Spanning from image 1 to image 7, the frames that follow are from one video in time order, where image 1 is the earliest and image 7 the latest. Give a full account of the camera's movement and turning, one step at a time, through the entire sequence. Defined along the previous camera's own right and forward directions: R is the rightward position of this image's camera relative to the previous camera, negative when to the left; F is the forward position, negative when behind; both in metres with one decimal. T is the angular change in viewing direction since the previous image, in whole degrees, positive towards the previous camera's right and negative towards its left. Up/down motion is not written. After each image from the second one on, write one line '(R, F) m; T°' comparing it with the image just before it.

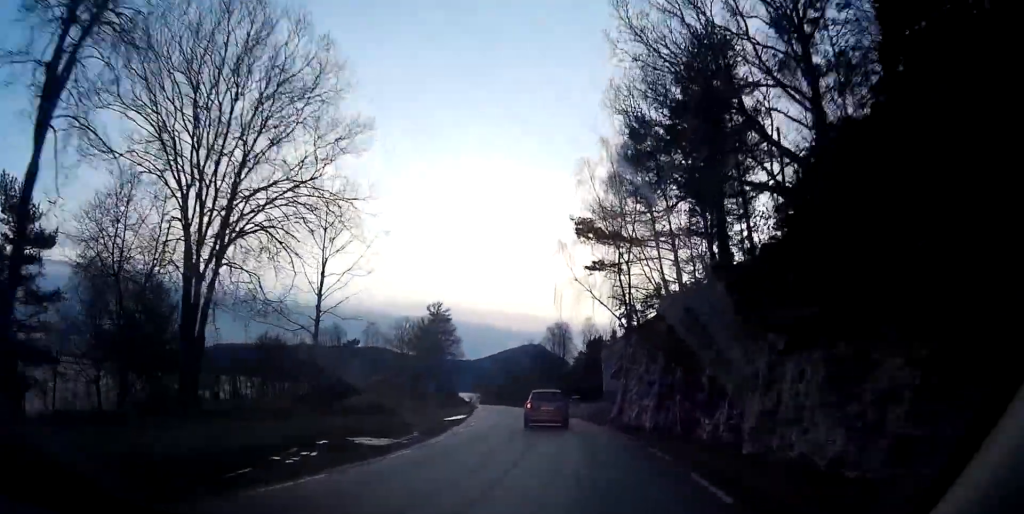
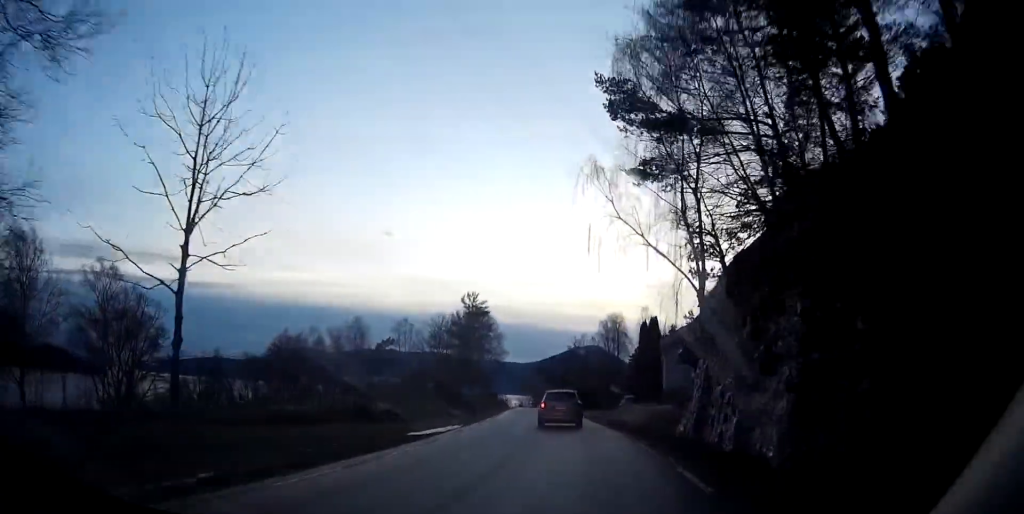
(-0.4, +16.9) m; -3°
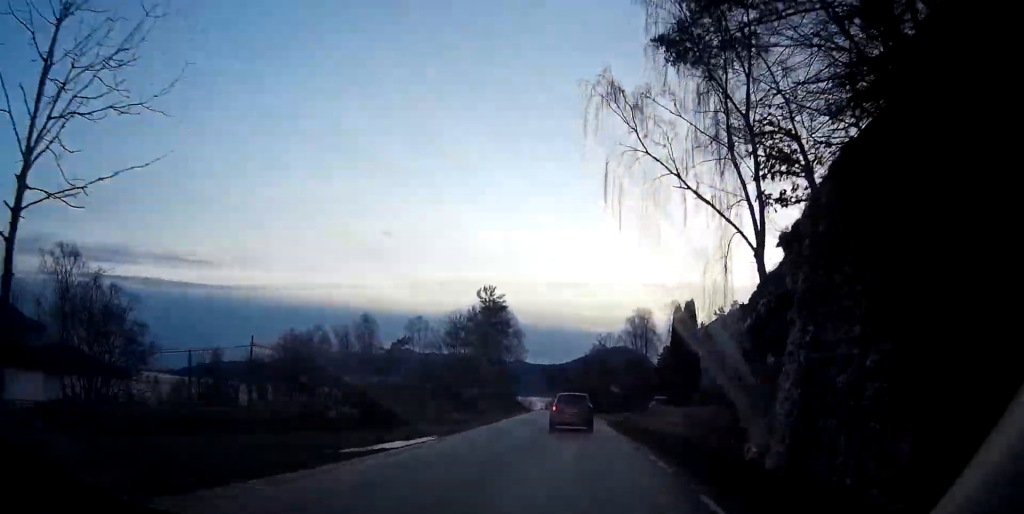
(-0.1, +8.9) m; -1°
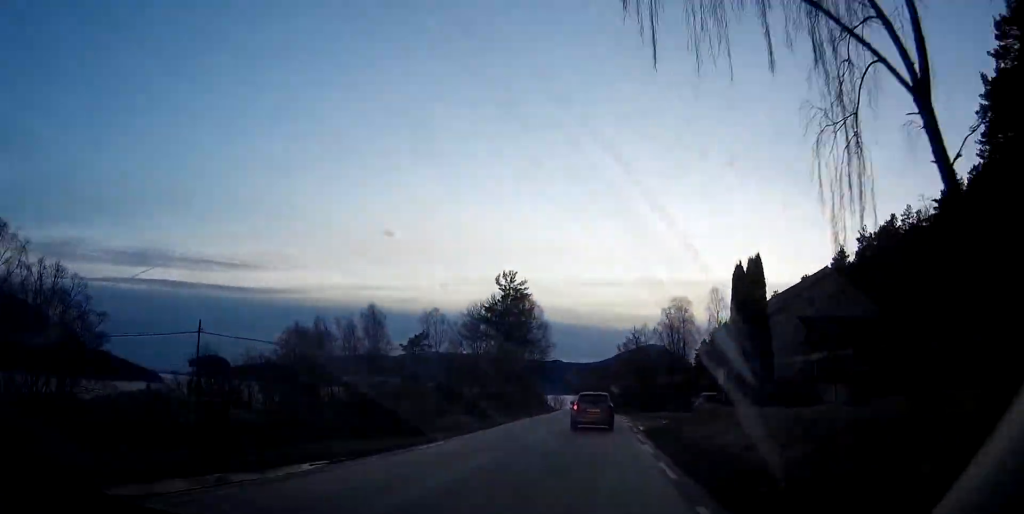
(-0.2, +12.3) m; -1°
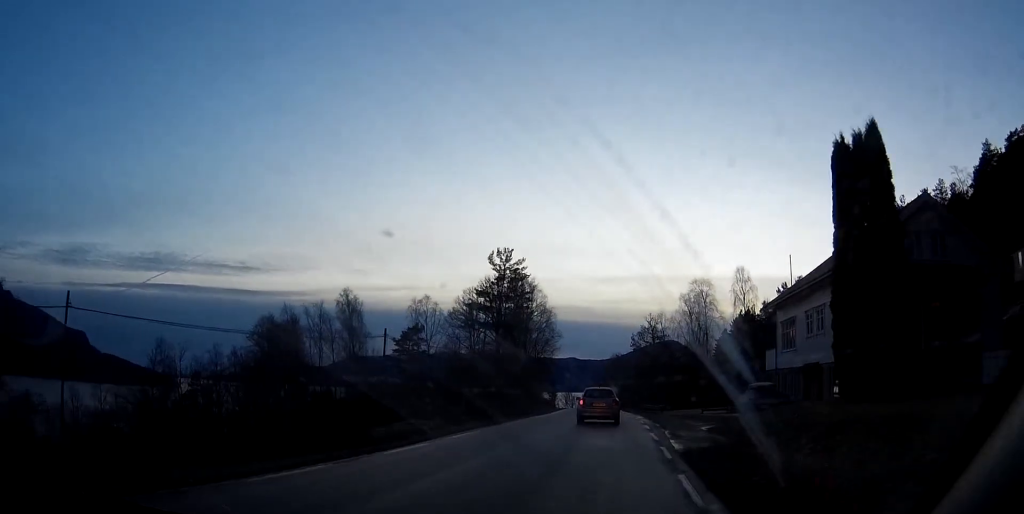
(-0.1, +14.3) m; +1°
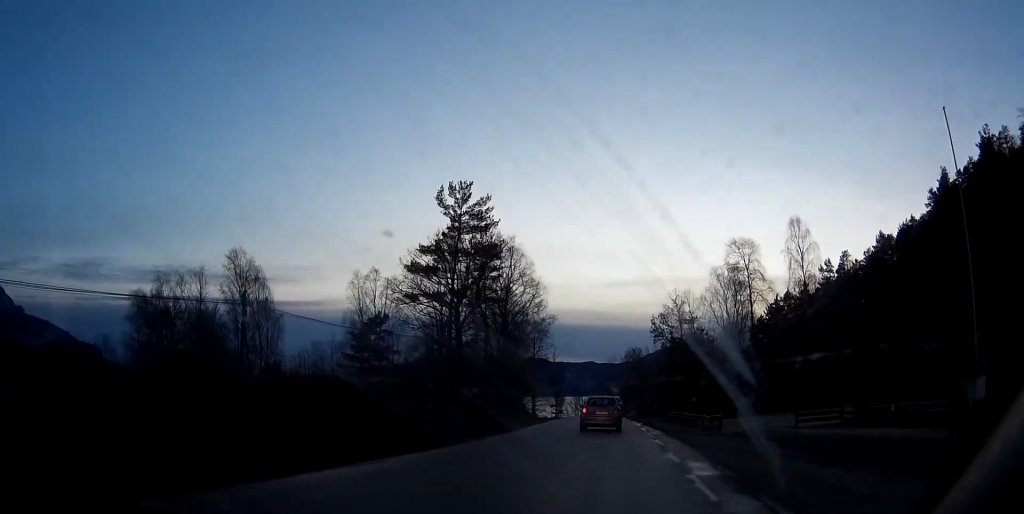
(+0.5, +29.2) m; +1°
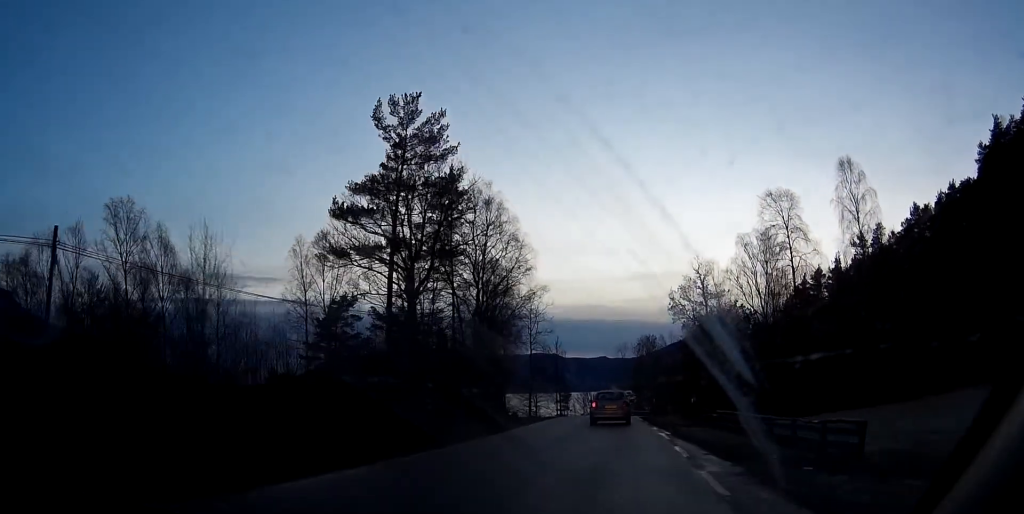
(0.0, +18.0) m; 0°
